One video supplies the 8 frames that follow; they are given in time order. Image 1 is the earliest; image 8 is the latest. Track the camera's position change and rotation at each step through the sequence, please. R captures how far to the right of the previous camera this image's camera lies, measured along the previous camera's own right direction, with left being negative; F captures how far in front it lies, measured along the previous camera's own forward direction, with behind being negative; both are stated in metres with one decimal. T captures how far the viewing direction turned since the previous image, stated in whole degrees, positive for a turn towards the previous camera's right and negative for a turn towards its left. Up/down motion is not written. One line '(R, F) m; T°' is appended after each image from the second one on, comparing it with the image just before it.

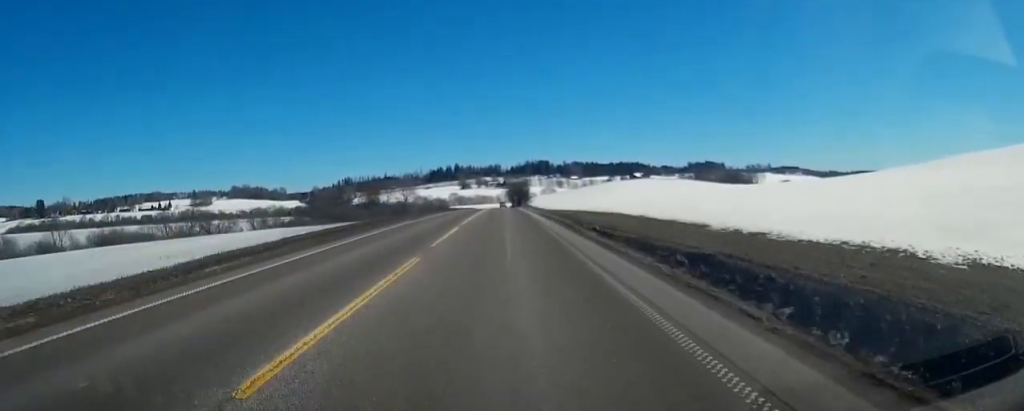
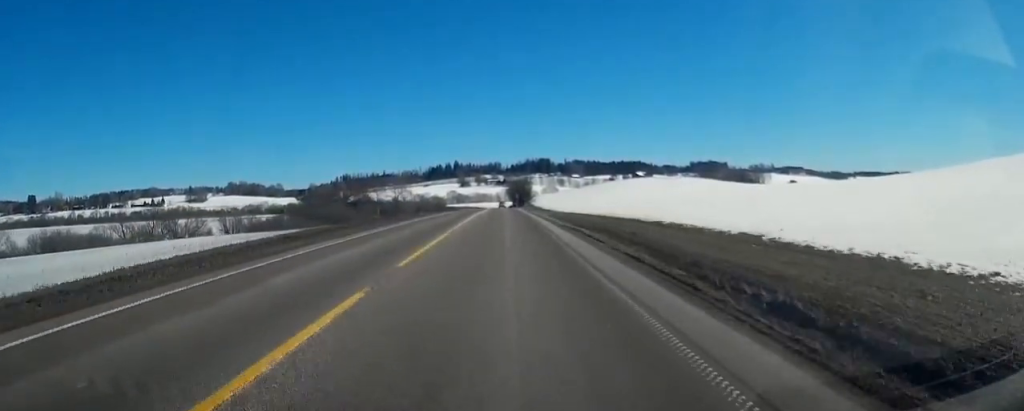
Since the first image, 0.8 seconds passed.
(0.0, +17.2) m; 0°
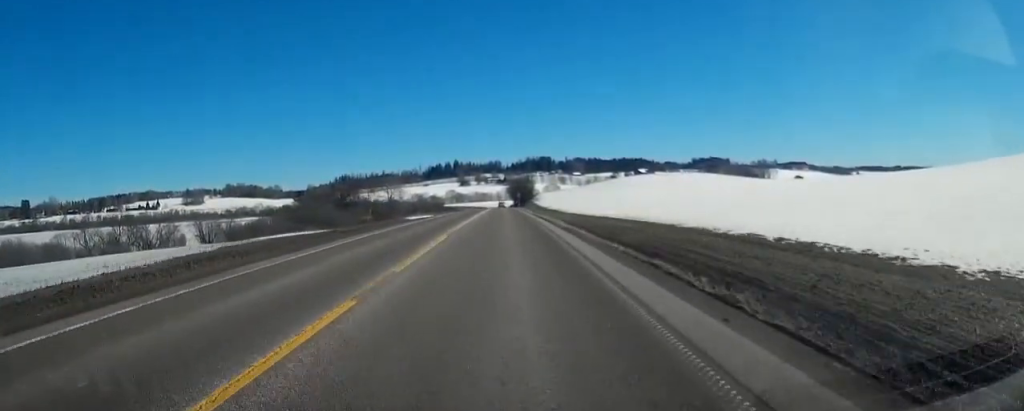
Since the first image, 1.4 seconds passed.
(-0.1, +12.9) m; 0°
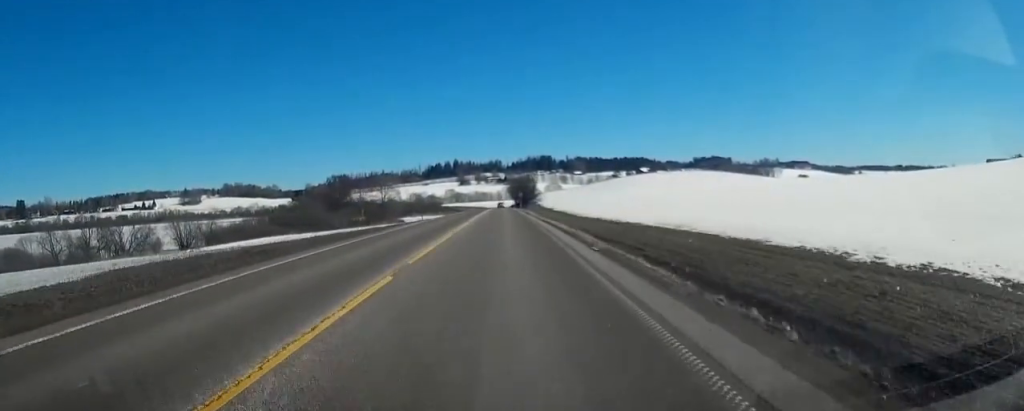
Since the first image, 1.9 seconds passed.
(0.0, +10.0) m; 0°
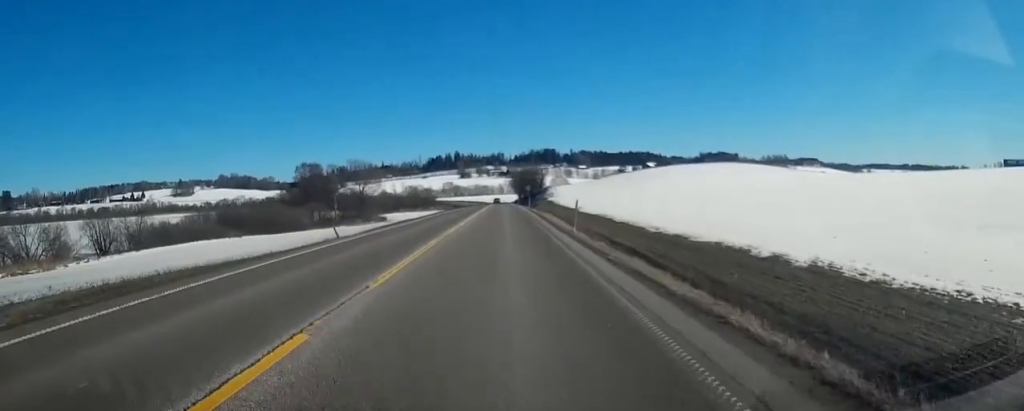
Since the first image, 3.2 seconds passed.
(+0.4, +28.0) m; +1°
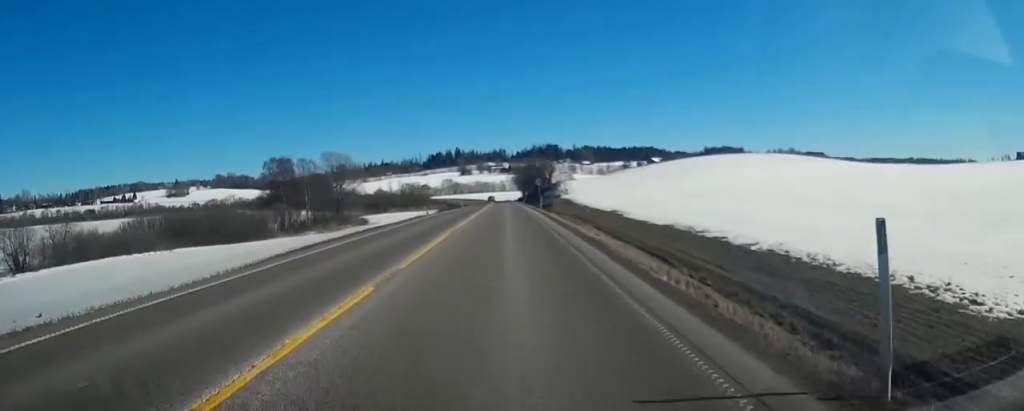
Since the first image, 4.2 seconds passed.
(0.0, +21.5) m; -1°
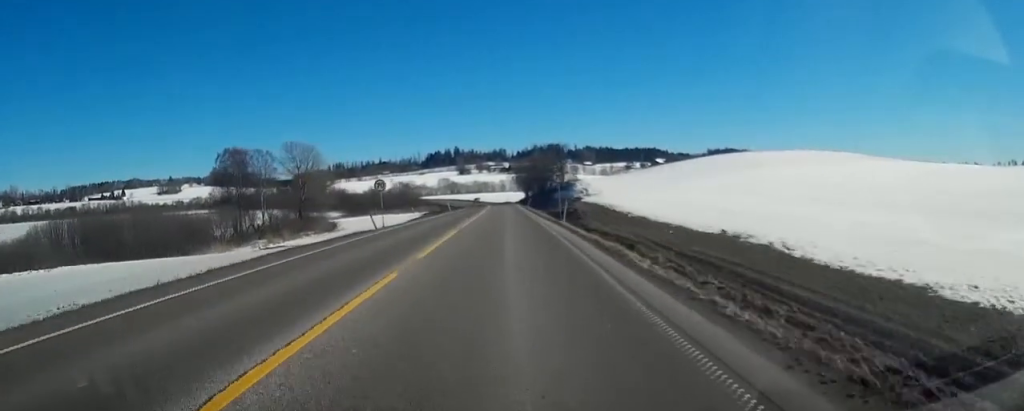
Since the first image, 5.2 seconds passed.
(-0.2, +22.2) m; -1°
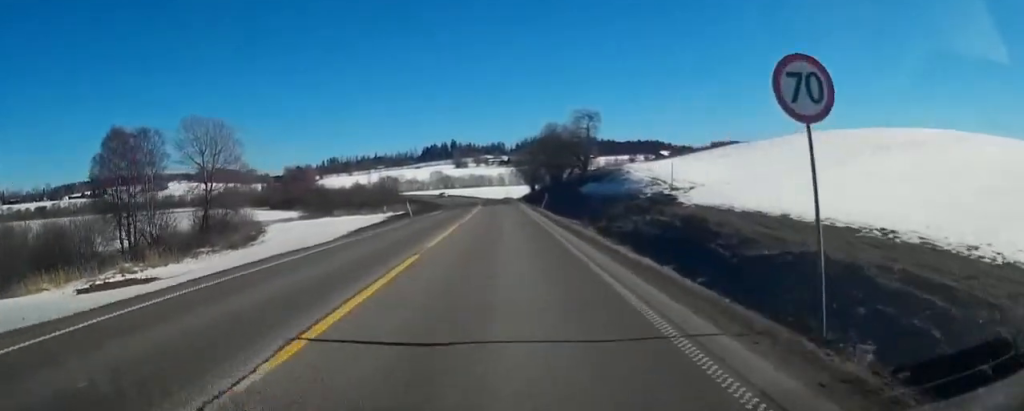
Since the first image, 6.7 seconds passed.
(-0.1, +33.1) m; 0°
